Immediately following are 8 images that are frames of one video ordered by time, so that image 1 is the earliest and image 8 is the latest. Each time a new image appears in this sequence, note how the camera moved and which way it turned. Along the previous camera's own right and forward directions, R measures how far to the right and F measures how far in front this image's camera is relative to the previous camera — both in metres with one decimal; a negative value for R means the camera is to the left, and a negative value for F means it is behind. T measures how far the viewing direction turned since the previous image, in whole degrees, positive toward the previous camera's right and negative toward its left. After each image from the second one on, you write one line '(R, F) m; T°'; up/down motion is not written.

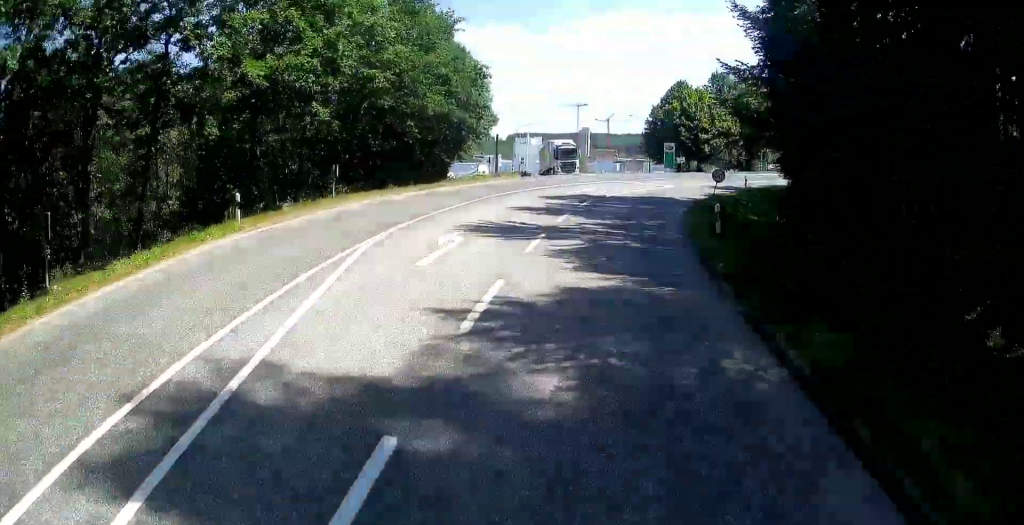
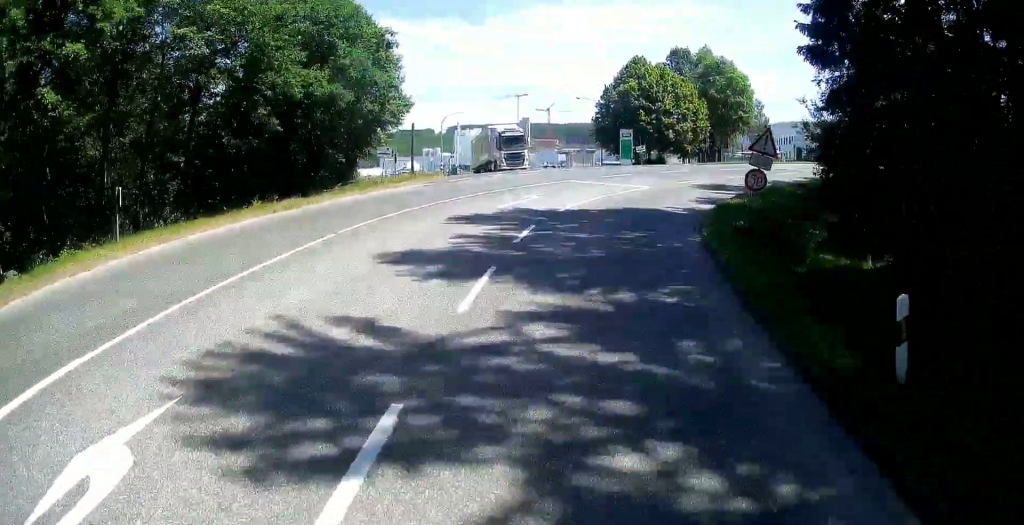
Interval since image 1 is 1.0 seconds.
(+0.1, +12.4) m; +2°
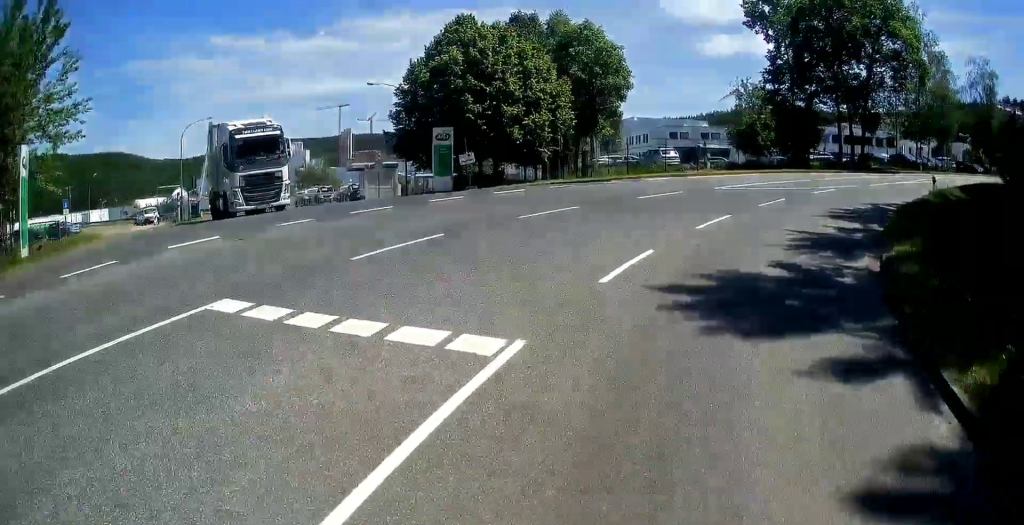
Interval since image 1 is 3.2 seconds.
(+1.7, +24.4) m; +12°
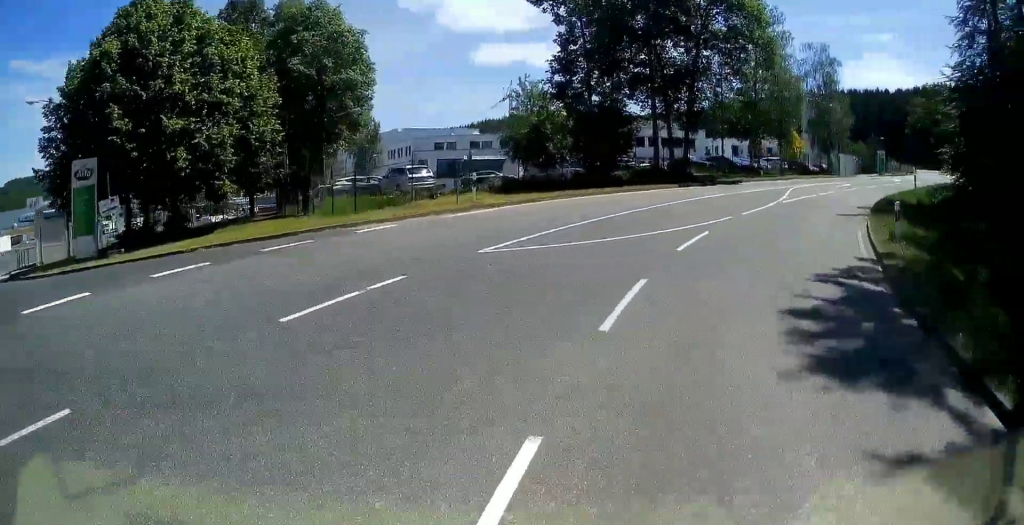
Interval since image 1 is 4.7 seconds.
(+1.5, +14.2) m; +12°
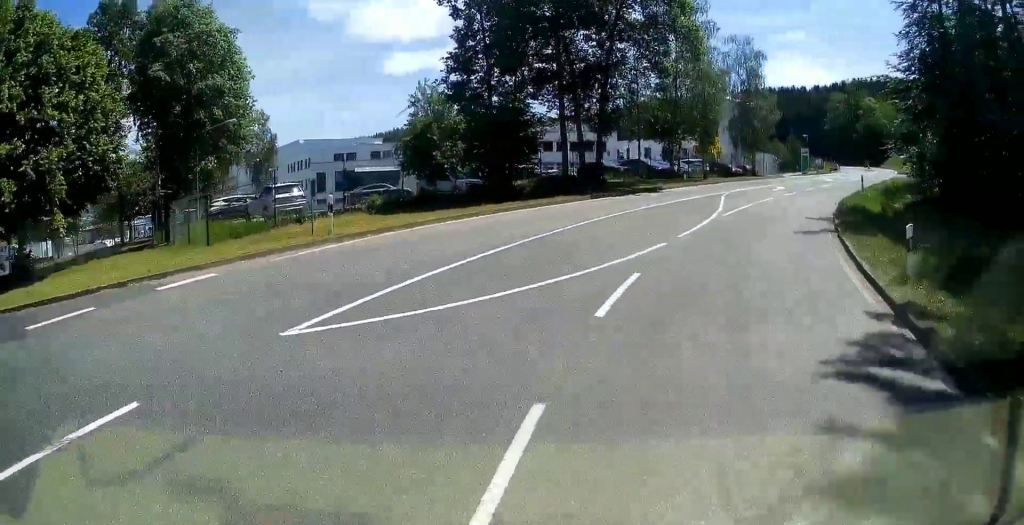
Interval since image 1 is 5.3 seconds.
(+0.4, +4.8) m; +9°
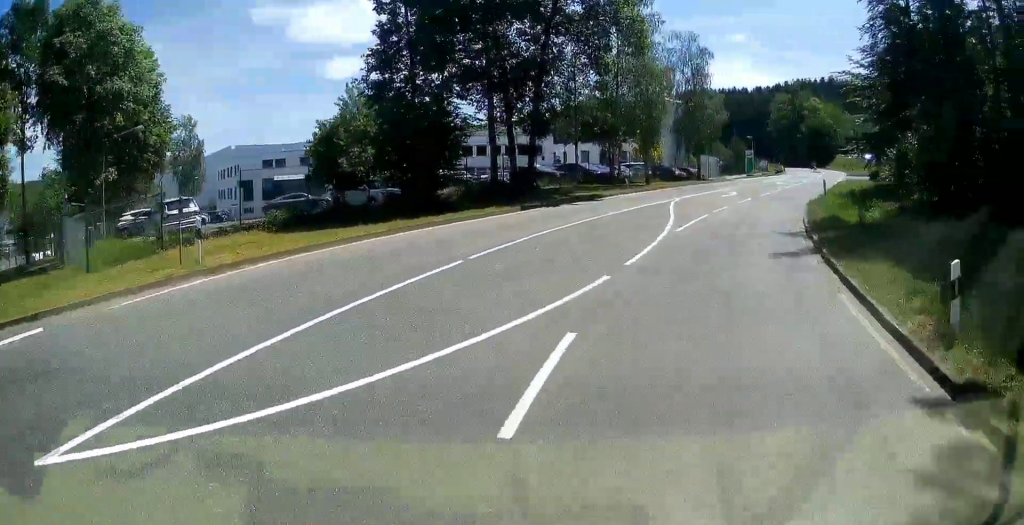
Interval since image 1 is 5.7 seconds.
(+0.1, +3.2) m; +8°
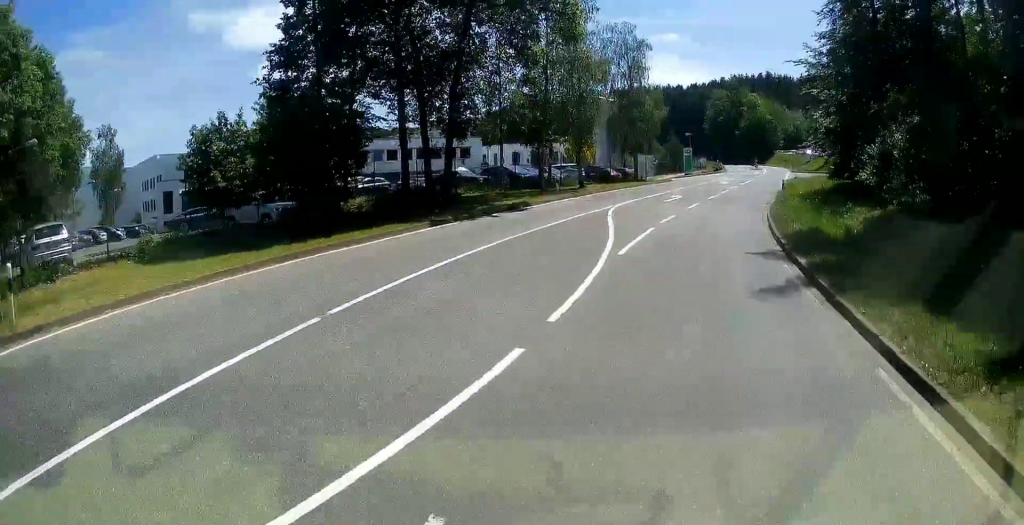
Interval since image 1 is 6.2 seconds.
(+0.4, +3.5) m; +7°
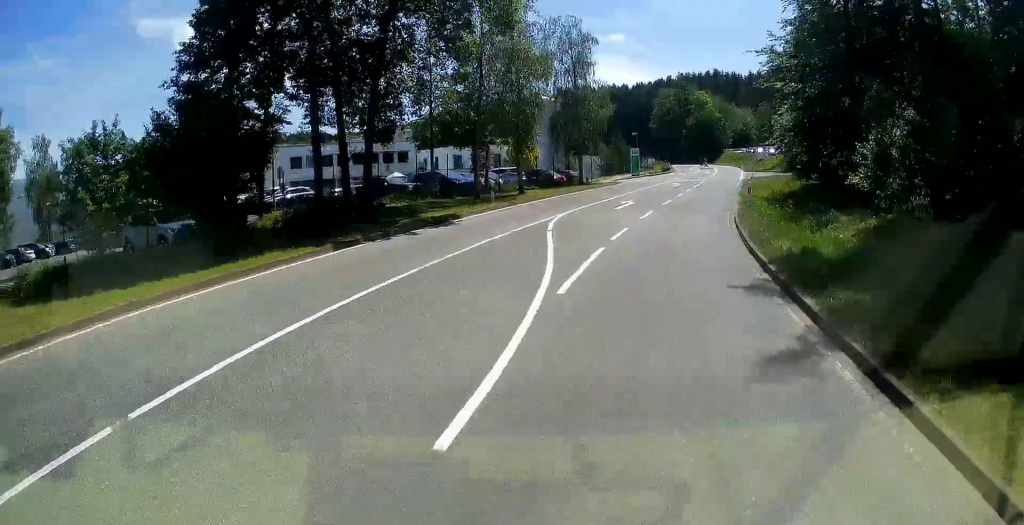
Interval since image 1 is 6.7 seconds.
(+0.3, +3.2) m; +6°
